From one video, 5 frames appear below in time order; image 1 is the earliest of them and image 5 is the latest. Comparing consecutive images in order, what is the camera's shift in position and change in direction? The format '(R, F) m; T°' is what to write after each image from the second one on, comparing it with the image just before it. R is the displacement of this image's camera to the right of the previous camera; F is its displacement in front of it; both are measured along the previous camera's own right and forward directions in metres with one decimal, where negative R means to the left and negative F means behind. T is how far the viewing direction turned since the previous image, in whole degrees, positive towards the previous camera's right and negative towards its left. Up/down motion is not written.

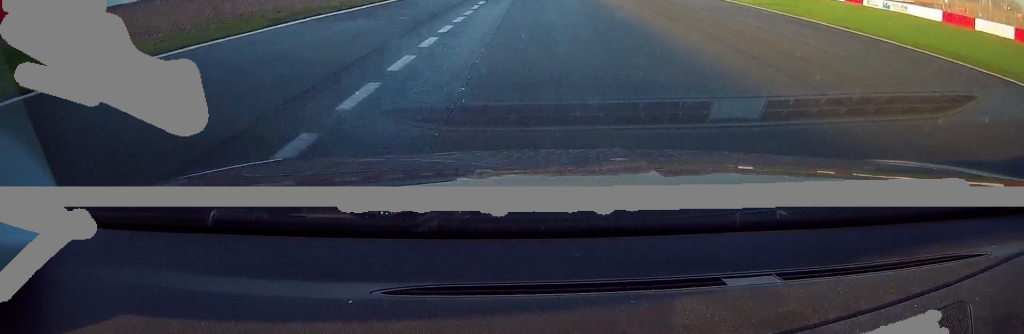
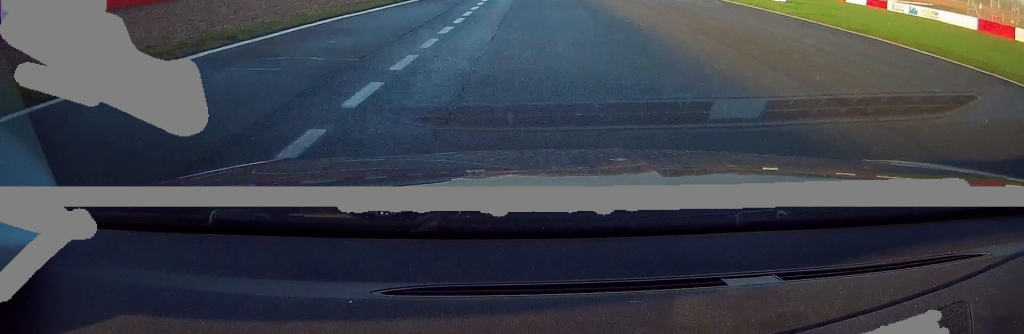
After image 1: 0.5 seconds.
(-0.2, +5.9) m; -1°
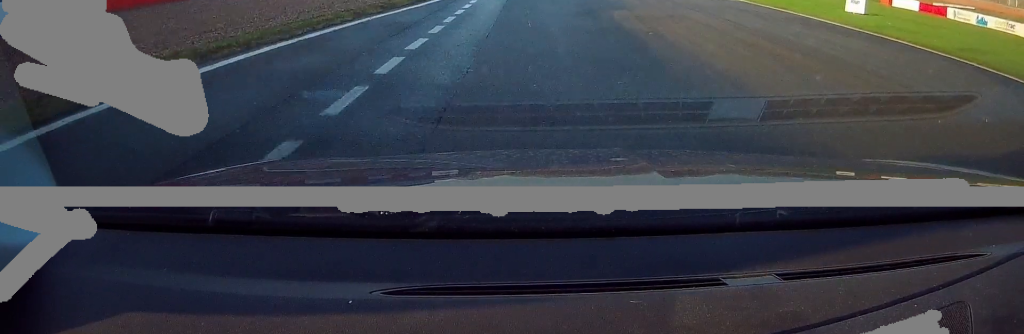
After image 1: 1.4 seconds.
(-0.3, +12.2) m; 0°
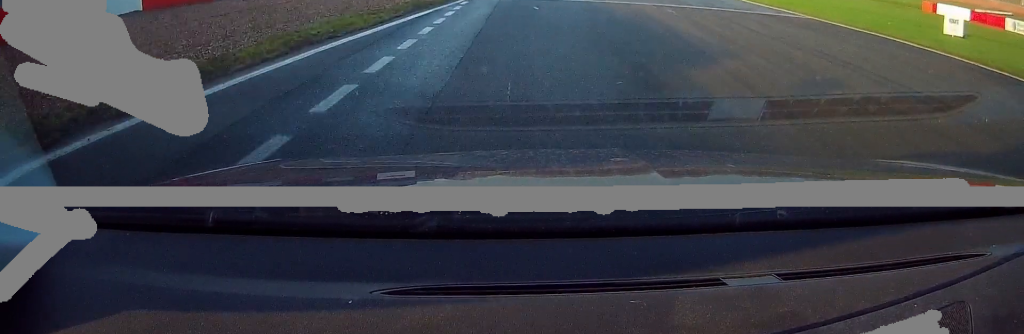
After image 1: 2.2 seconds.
(+0.1, +9.8) m; +2°
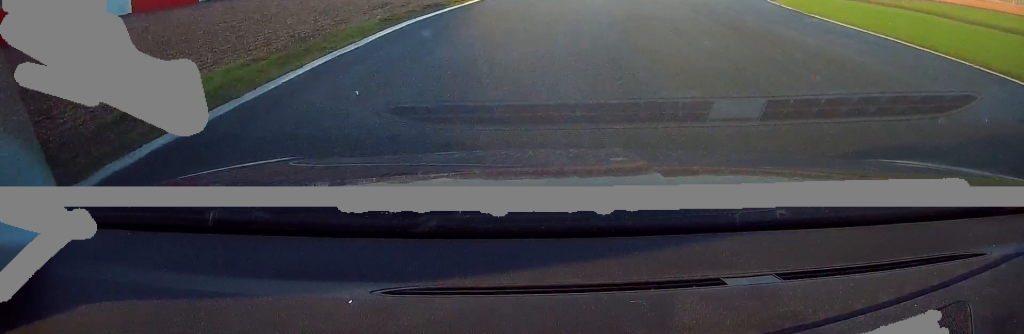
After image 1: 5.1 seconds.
(+0.2, +33.8) m; +4°
